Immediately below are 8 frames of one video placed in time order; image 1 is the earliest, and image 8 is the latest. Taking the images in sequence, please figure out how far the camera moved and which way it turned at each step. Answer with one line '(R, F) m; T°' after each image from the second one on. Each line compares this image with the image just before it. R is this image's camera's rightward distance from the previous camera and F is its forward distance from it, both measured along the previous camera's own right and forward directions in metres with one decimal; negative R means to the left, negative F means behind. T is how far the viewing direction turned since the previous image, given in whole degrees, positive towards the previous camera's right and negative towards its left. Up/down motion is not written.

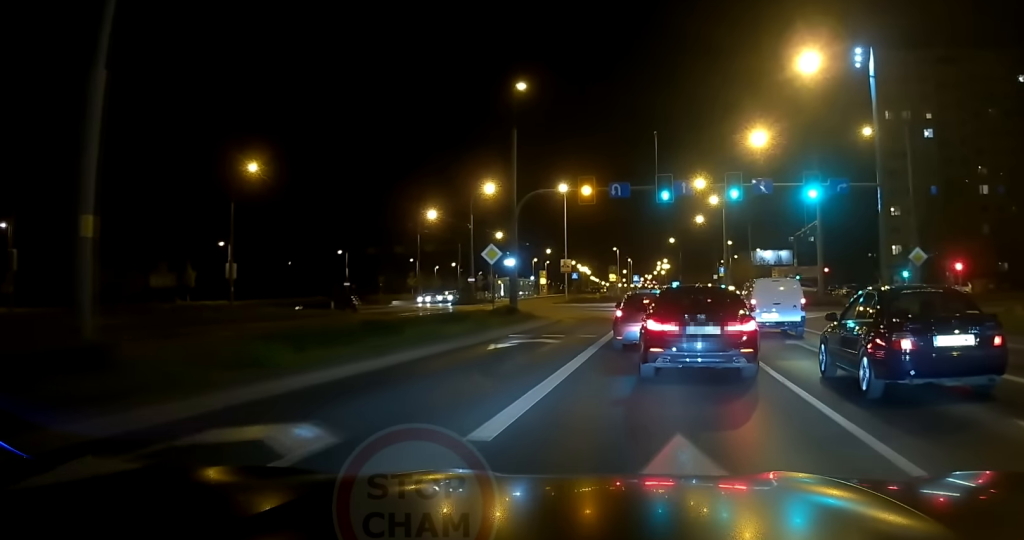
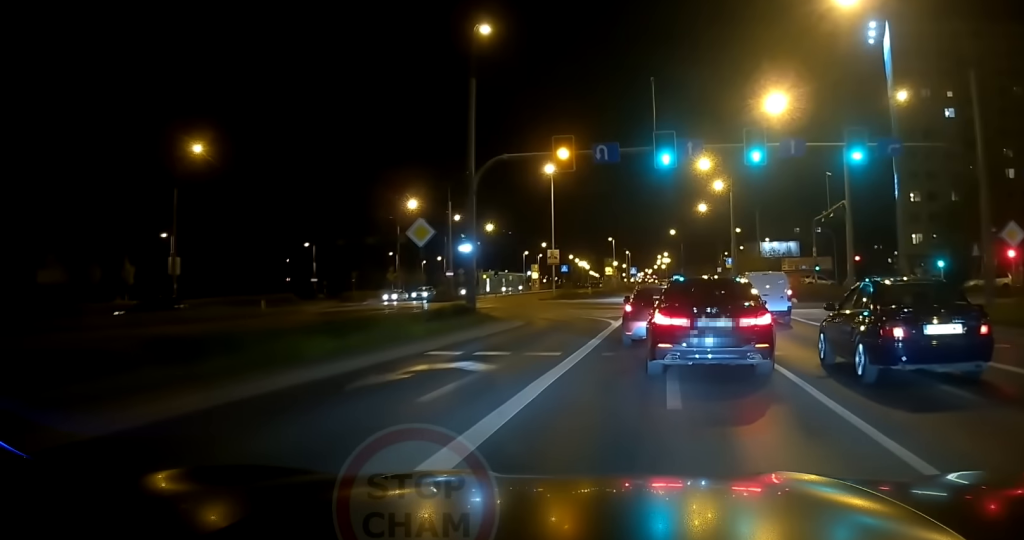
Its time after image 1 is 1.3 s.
(+0.1, +8.7) m; 0°
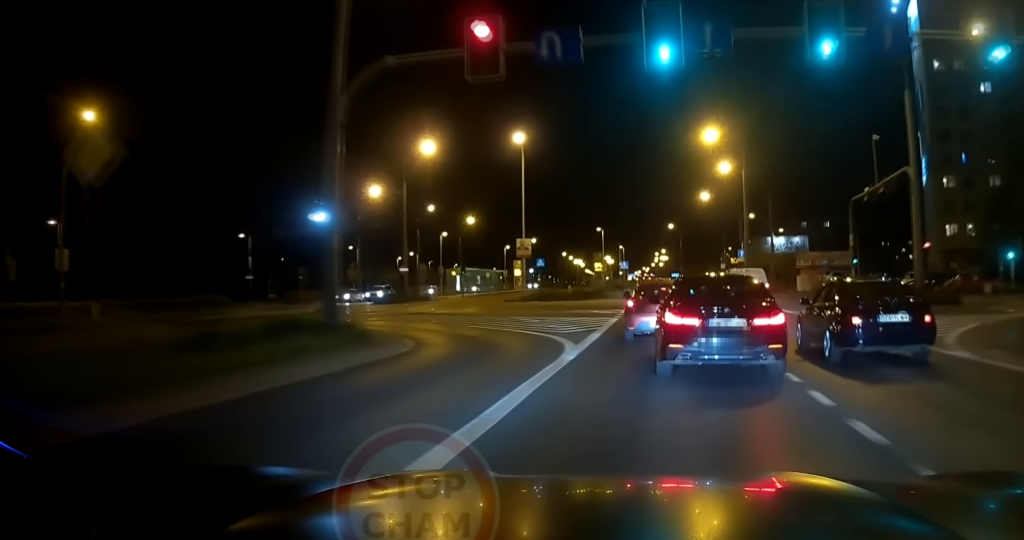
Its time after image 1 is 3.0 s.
(-0.1, +13.3) m; 0°
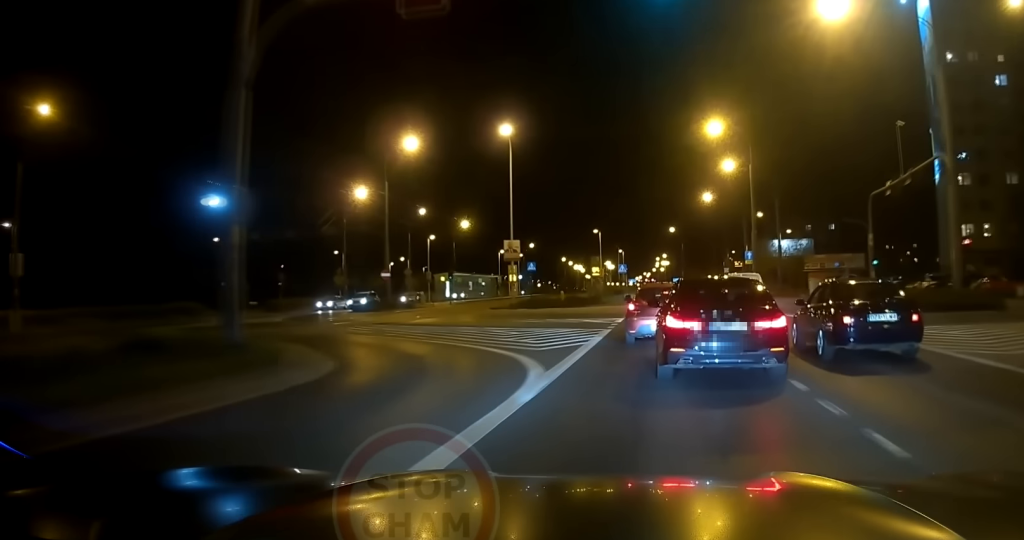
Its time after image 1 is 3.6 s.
(0.0, +4.5) m; +1°
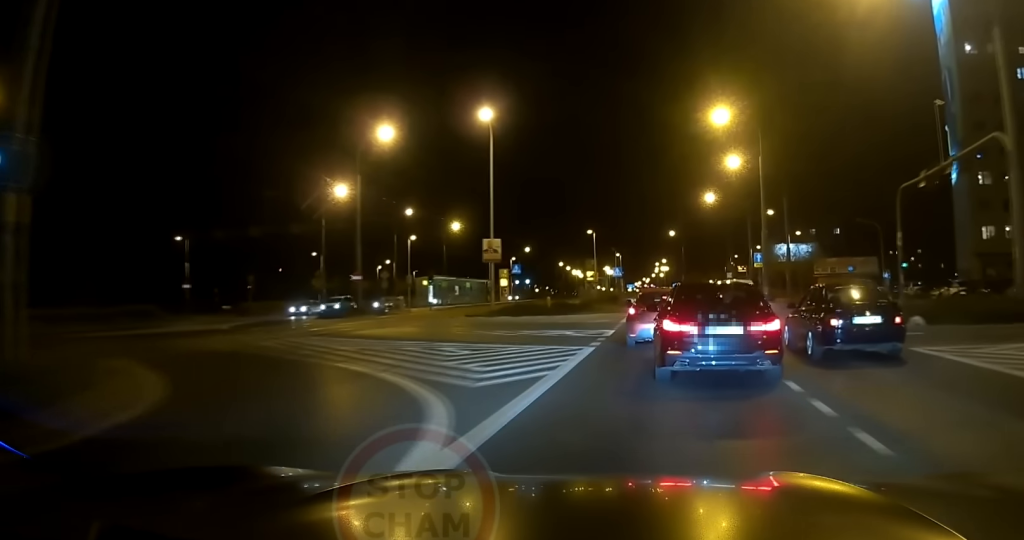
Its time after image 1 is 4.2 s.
(0.0, +5.8) m; 0°
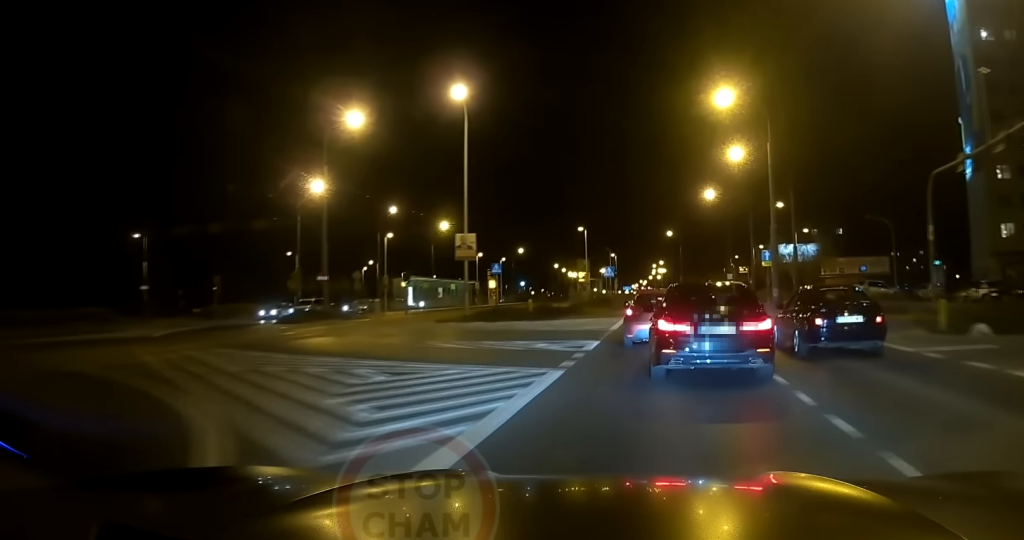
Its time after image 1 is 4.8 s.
(0.0, +5.4) m; 0°
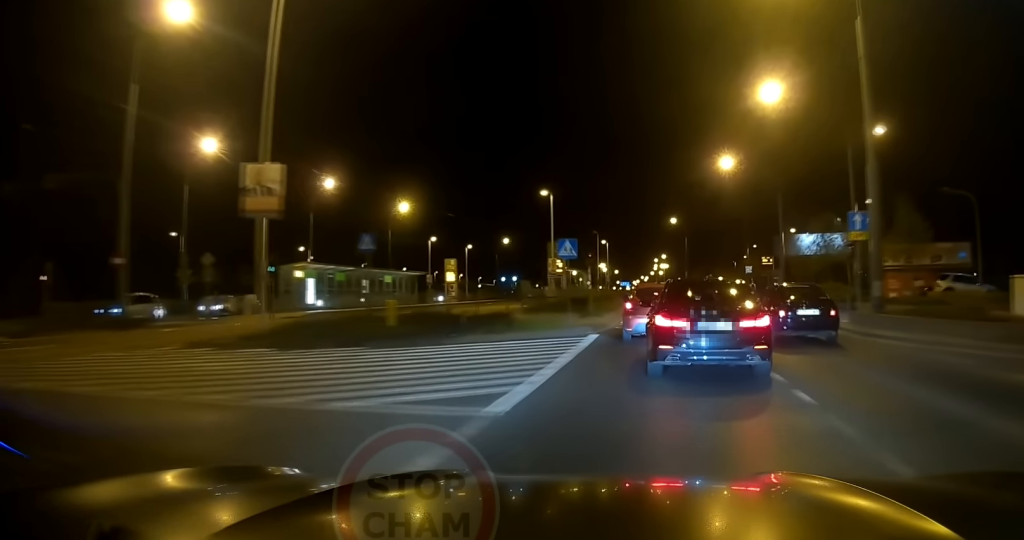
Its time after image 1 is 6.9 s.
(0.0, +20.5) m; 0°
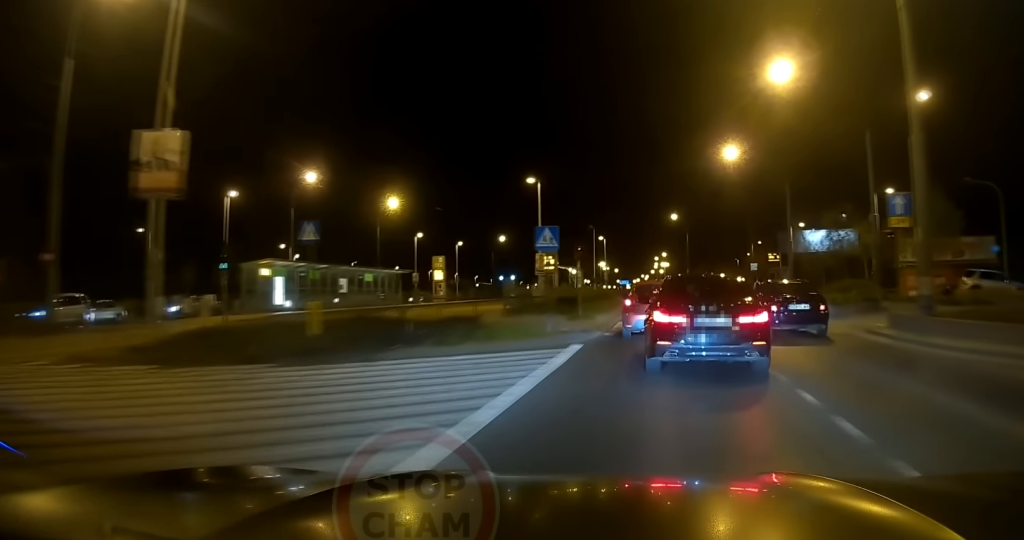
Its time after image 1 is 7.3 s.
(0.0, +4.5) m; 0°
